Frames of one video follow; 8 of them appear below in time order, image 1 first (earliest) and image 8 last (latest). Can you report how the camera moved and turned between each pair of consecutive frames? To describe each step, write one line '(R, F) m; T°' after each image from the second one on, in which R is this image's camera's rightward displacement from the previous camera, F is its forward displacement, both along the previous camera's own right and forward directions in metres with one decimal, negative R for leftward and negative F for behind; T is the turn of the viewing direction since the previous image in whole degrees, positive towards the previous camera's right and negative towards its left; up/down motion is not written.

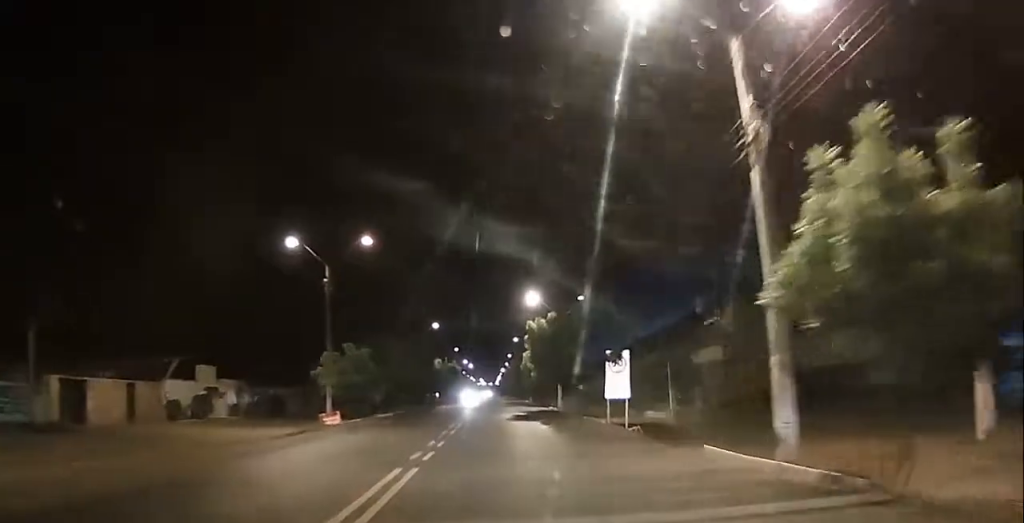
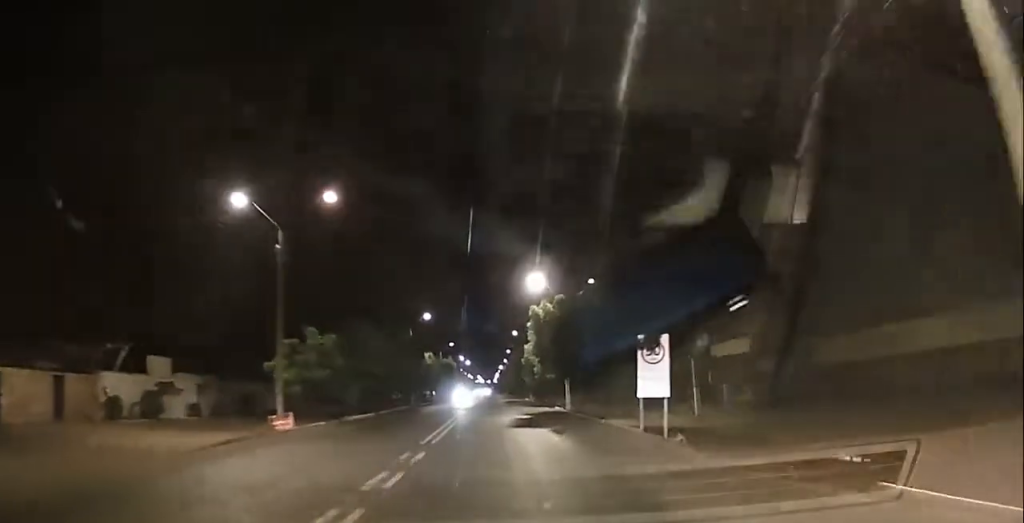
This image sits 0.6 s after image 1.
(-0.1, +7.2) m; +1°
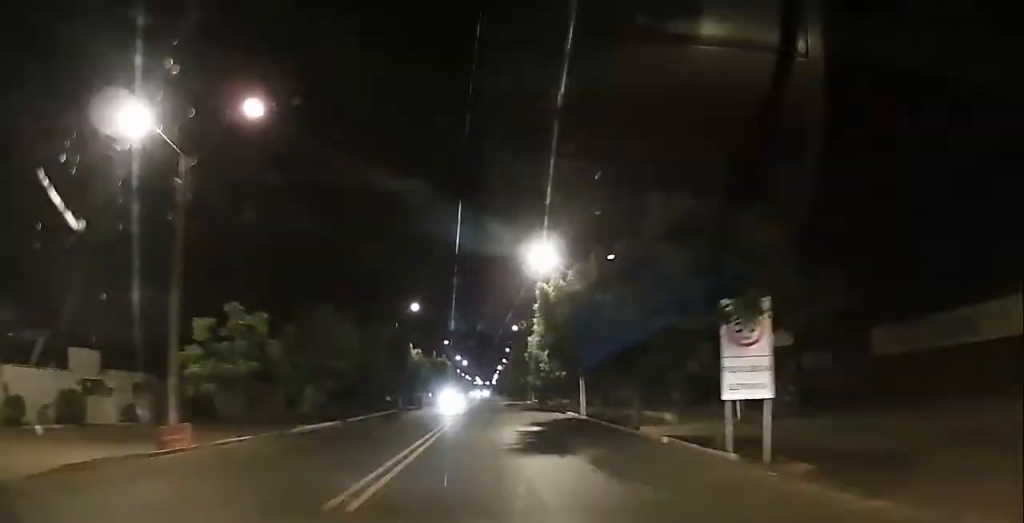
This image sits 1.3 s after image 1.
(+0.2, +8.7) m; 0°
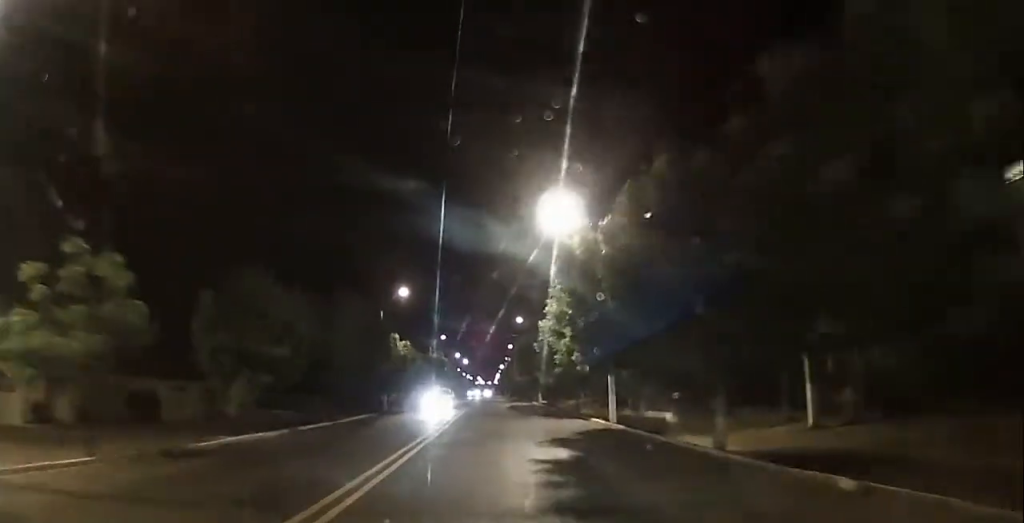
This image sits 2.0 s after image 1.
(0.0, +9.0) m; -1°
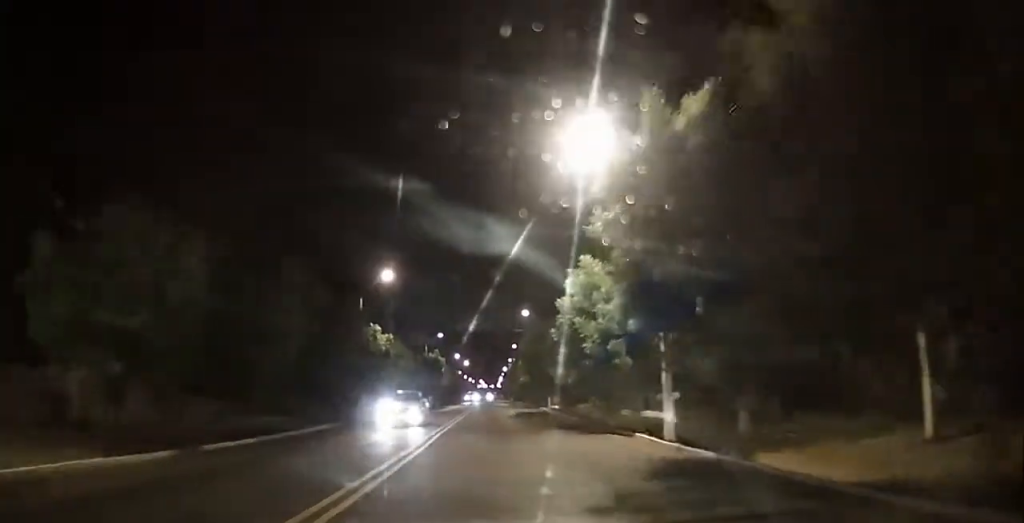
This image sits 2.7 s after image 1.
(-0.1, +8.9) m; -1°
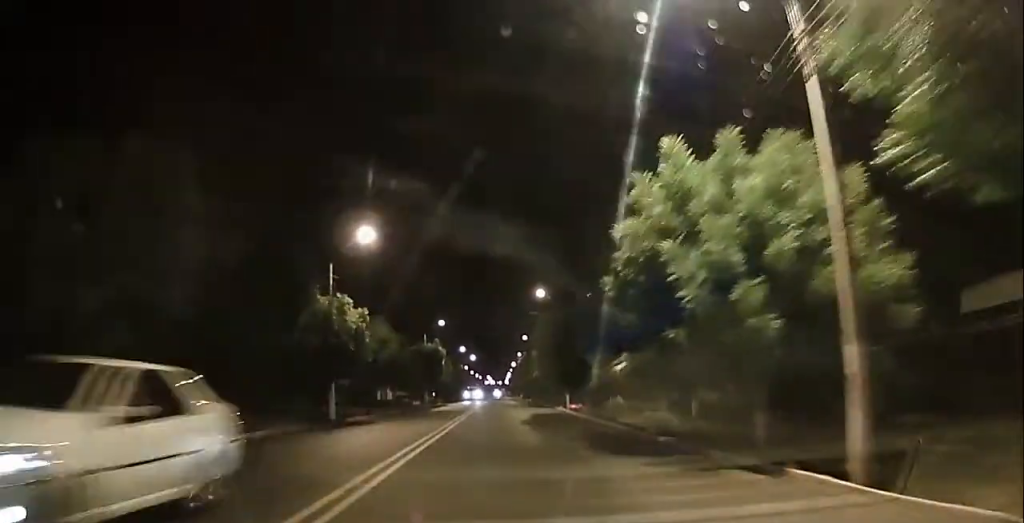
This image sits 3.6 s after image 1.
(-0.2, +10.0) m; +1°
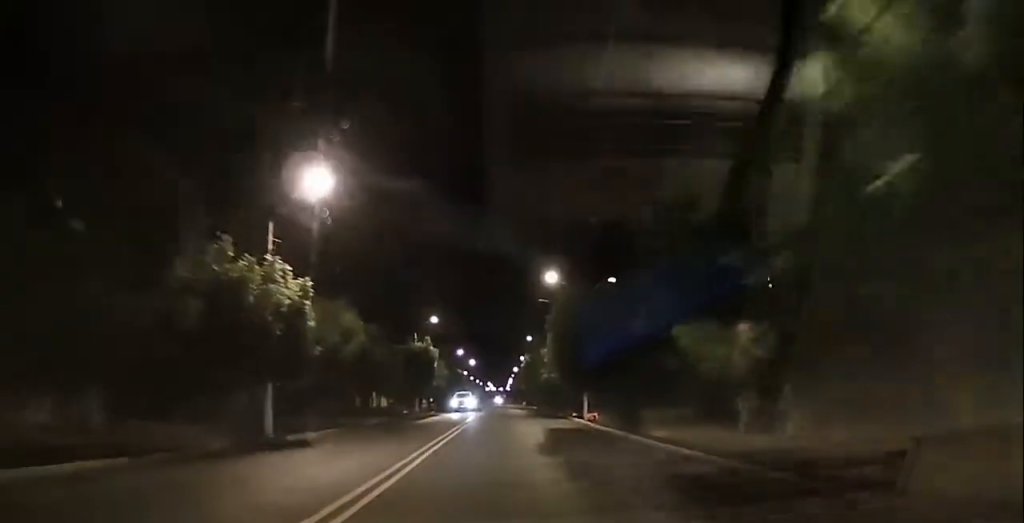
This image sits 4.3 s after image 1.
(+0.4, +9.3) m; +1°
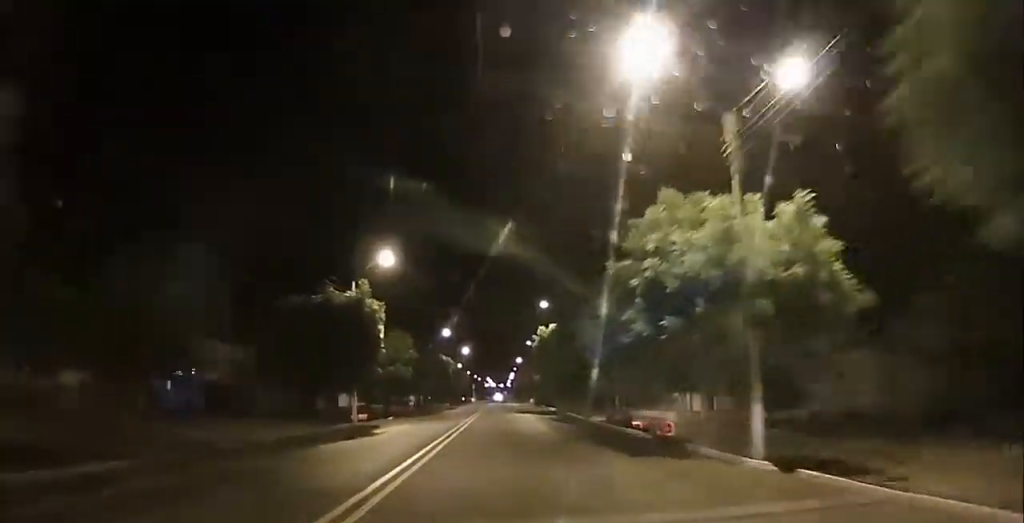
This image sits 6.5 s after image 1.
(-0.4, +26.8) m; -1°
